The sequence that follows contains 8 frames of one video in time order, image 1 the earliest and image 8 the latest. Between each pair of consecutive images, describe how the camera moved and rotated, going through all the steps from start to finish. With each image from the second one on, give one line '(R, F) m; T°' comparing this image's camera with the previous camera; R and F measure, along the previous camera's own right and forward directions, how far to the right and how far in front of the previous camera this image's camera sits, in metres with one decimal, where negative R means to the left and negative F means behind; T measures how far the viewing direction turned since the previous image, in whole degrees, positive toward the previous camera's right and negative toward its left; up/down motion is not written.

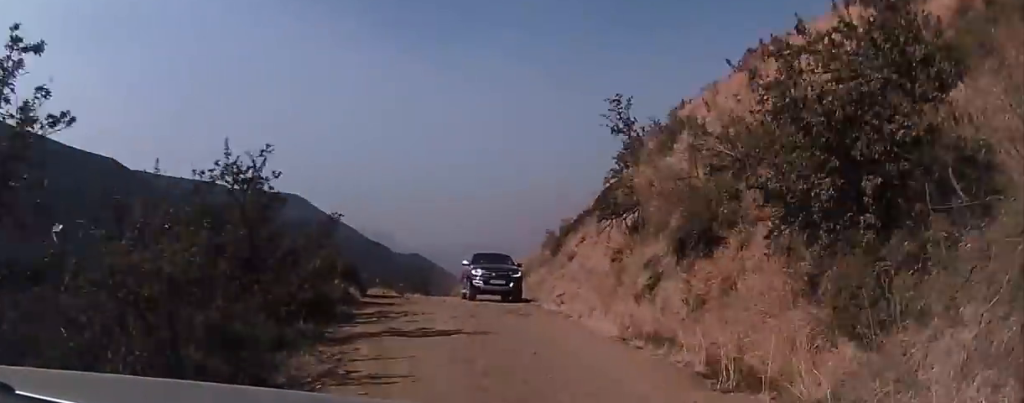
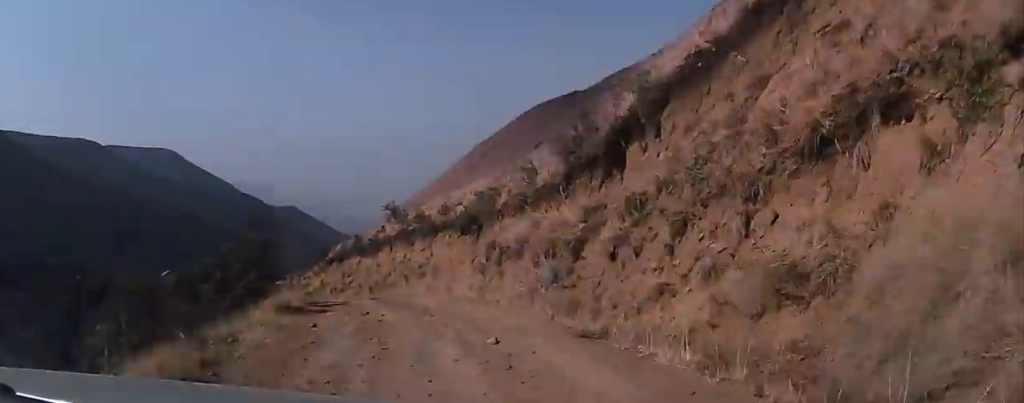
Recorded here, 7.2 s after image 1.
(+0.6, +33.7) m; -4°
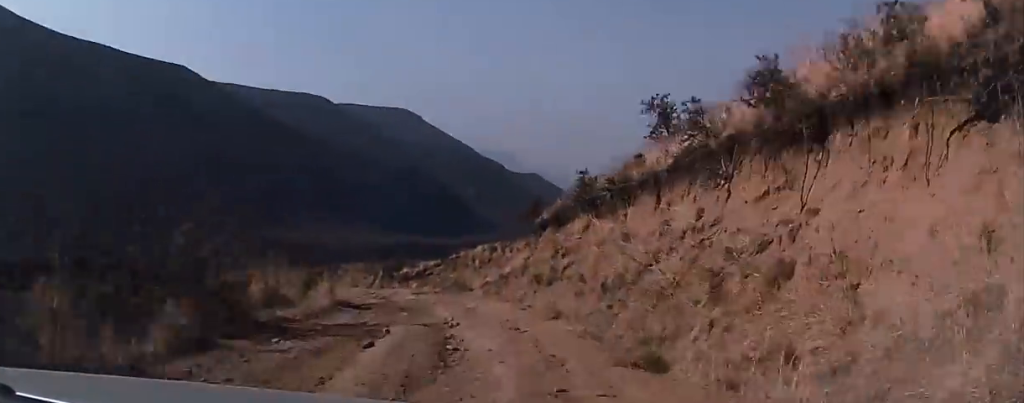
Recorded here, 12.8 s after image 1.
(-1.5, +24.2) m; -7°
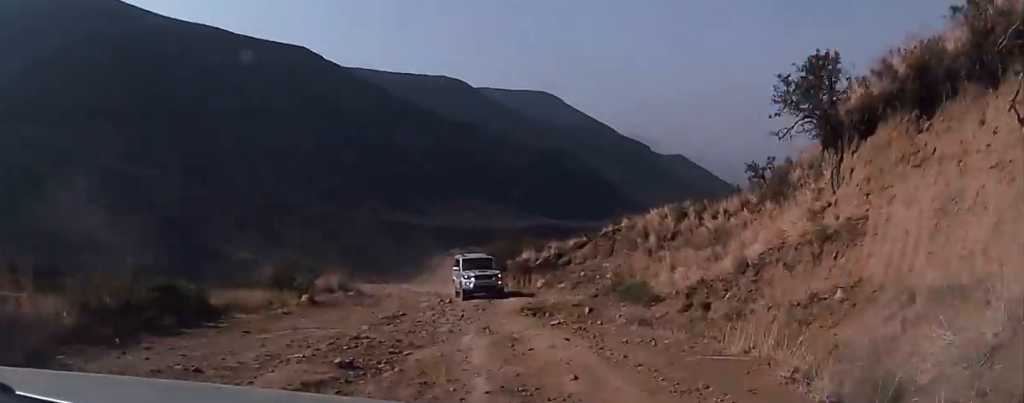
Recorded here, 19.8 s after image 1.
(-2.6, +27.2) m; -11°
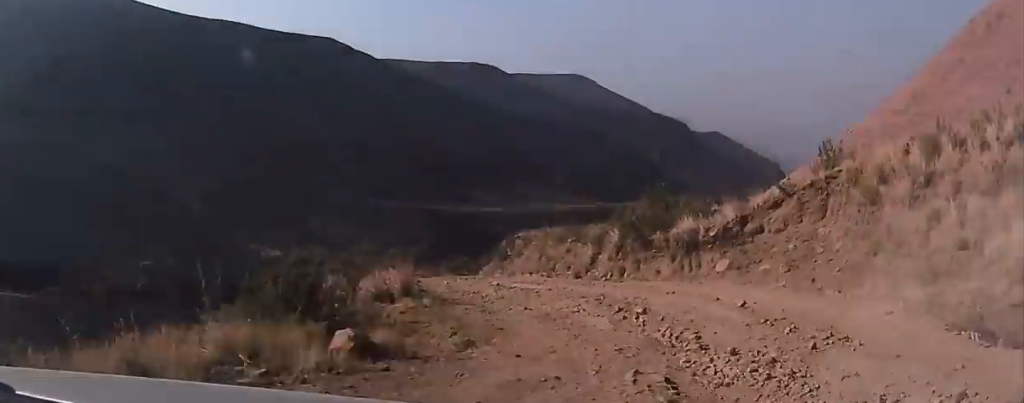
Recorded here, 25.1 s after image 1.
(-0.9, +19.1) m; -7°
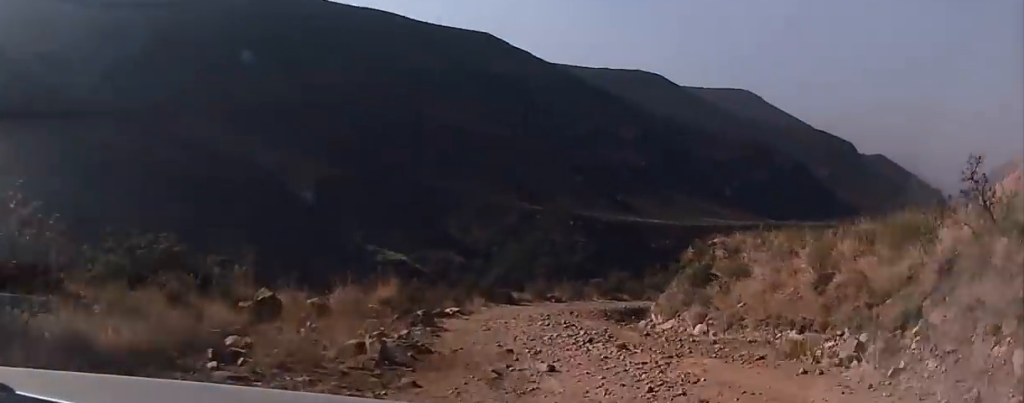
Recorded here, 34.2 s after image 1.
(-2.7, +28.8) m; -4°
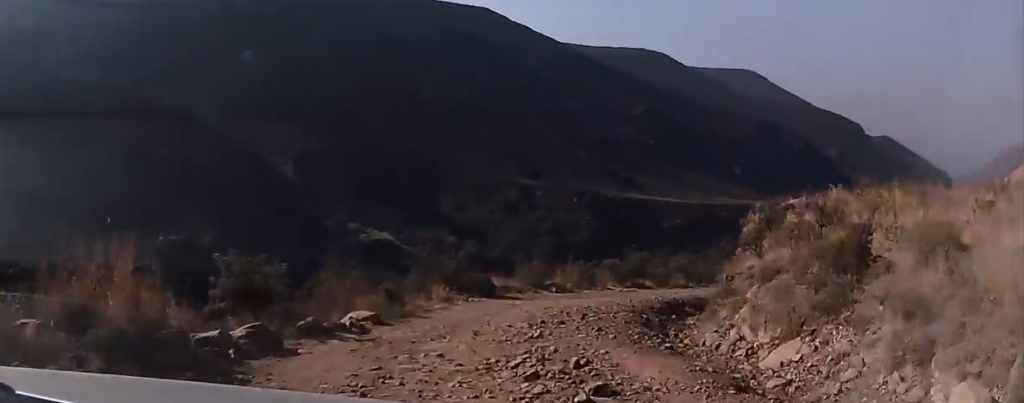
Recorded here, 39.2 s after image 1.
(-0.5, +15.6) m; +6°
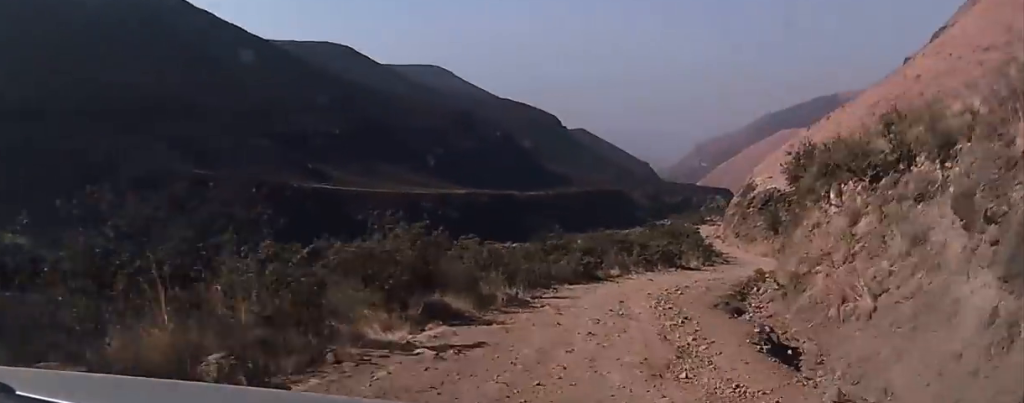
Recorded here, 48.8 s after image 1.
(+4.5, +30.2) m; +23°
